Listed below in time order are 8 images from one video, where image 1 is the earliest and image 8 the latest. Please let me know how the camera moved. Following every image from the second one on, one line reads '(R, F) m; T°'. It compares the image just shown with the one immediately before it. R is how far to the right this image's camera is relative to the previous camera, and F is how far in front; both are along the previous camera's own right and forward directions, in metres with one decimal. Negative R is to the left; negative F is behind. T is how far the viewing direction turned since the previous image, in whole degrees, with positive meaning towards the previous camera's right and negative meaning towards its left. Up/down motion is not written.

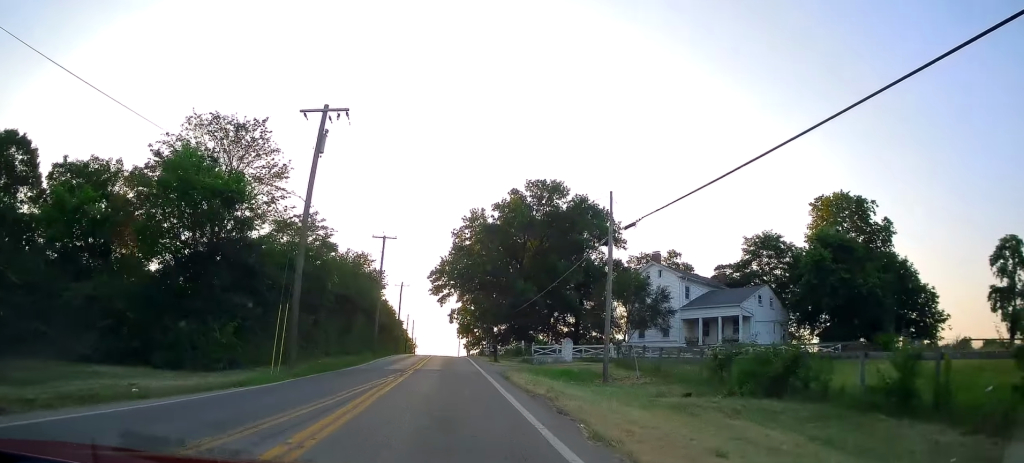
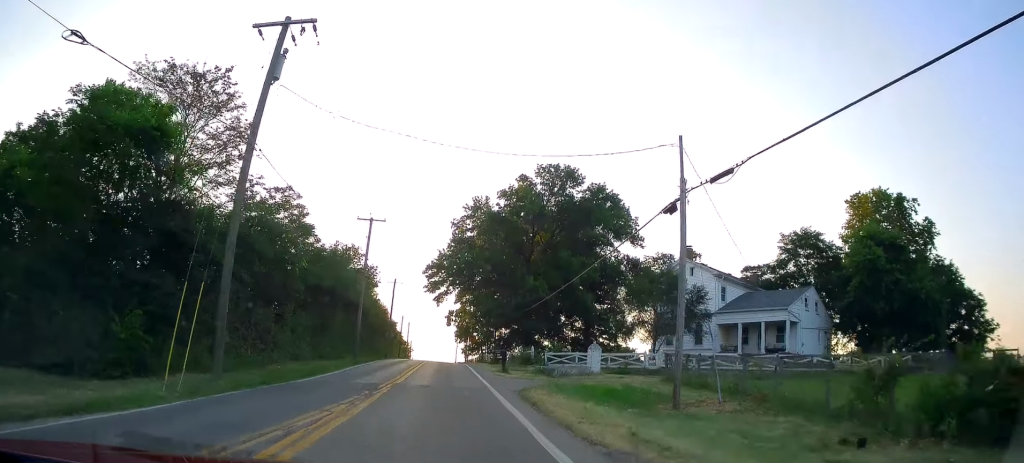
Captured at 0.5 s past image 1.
(-0.7, +8.3) m; 0°
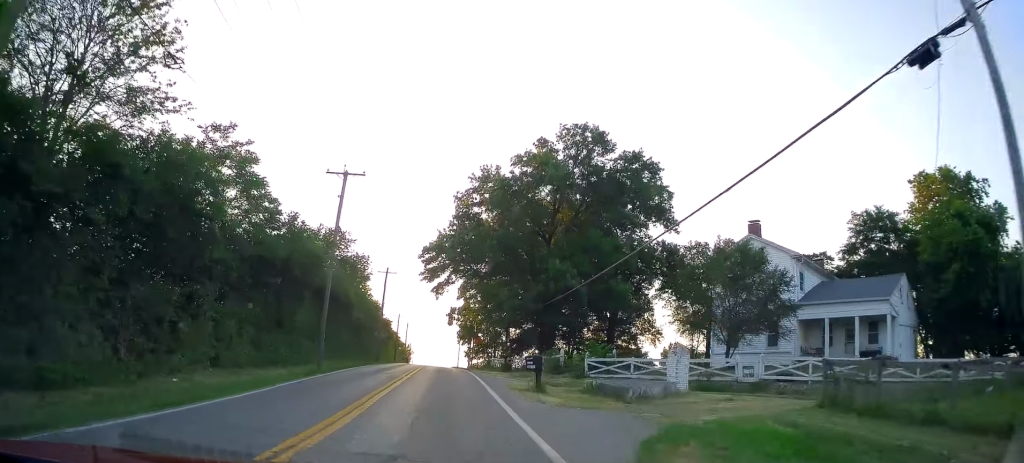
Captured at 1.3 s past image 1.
(+0.1, +11.8) m; +2°
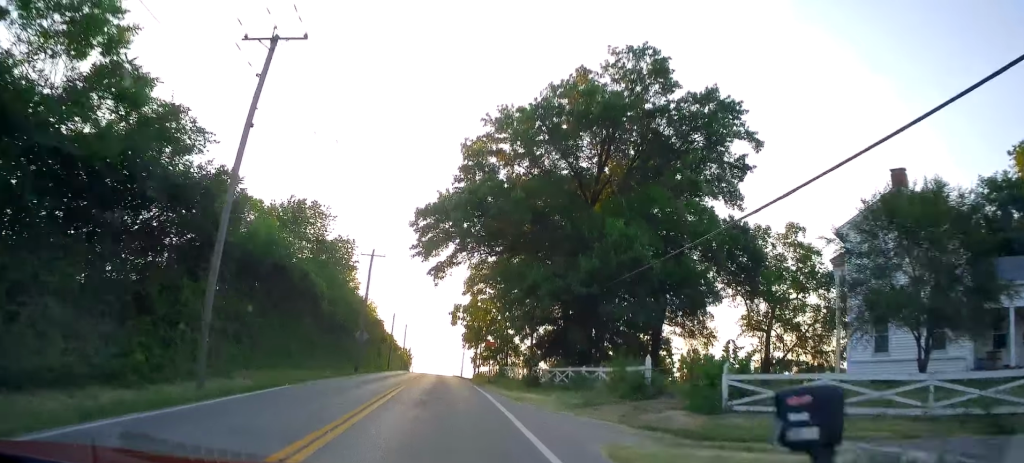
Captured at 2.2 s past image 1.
(+0.7, +14.9) m; +3°
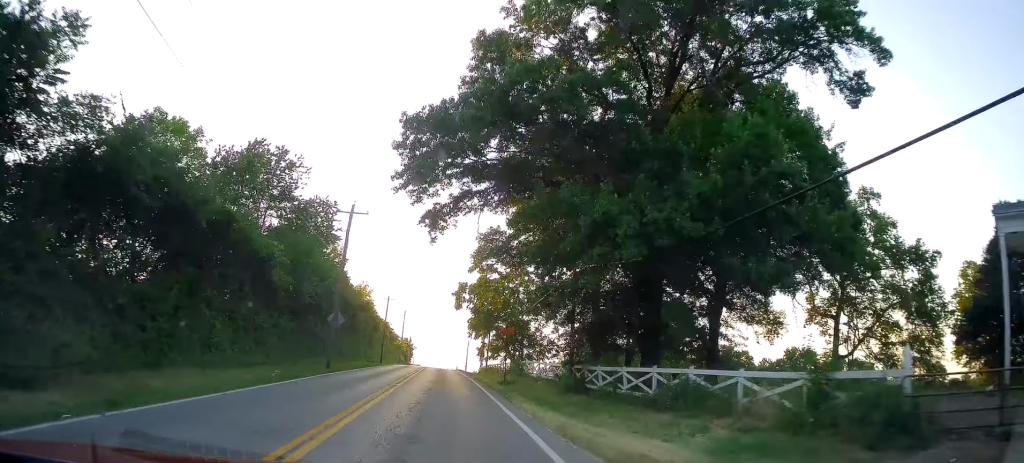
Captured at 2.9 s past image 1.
(+0.2, +12.4) m; 0°
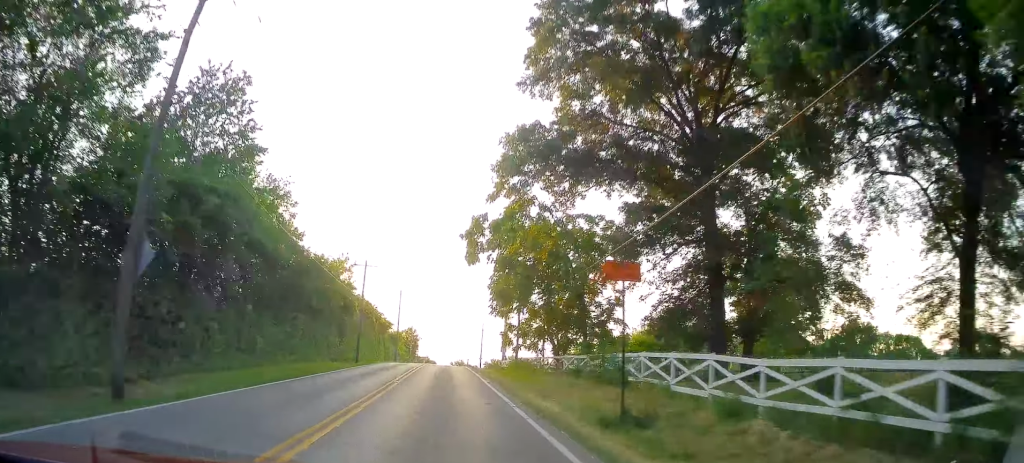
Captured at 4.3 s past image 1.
(-0.7, +25.0) m; -3°
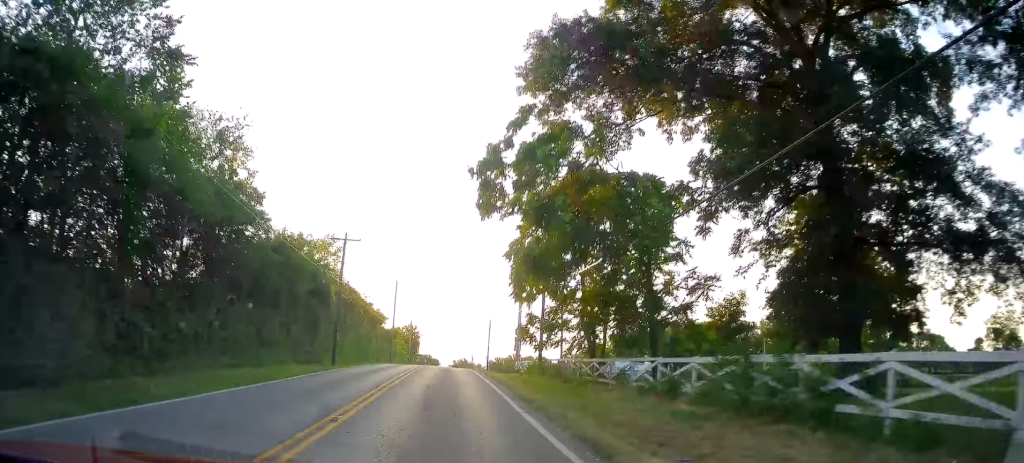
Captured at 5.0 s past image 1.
(-0.1, +11.3) m; -1°
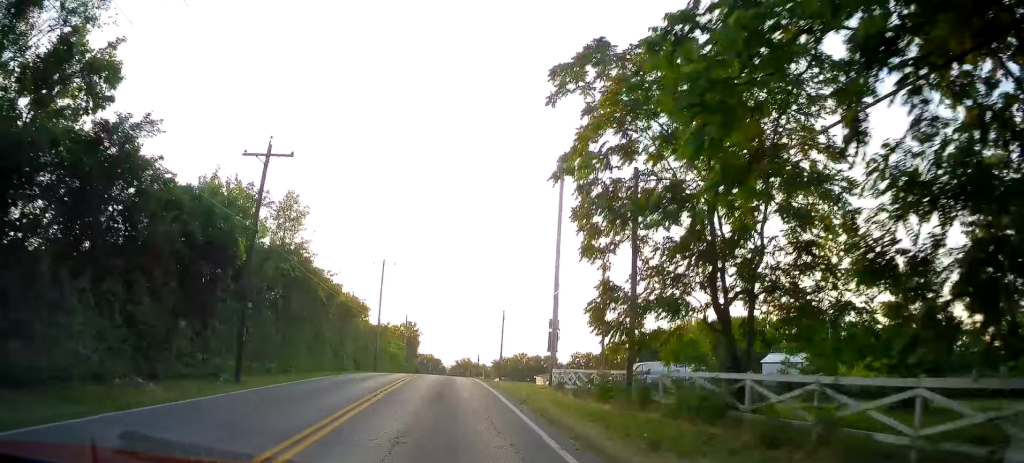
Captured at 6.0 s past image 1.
(-0.2, +18.0) m; 0°
